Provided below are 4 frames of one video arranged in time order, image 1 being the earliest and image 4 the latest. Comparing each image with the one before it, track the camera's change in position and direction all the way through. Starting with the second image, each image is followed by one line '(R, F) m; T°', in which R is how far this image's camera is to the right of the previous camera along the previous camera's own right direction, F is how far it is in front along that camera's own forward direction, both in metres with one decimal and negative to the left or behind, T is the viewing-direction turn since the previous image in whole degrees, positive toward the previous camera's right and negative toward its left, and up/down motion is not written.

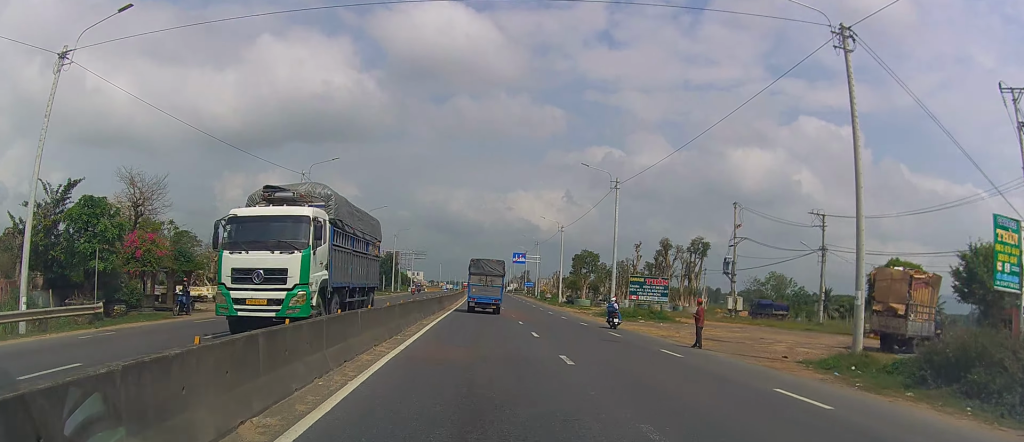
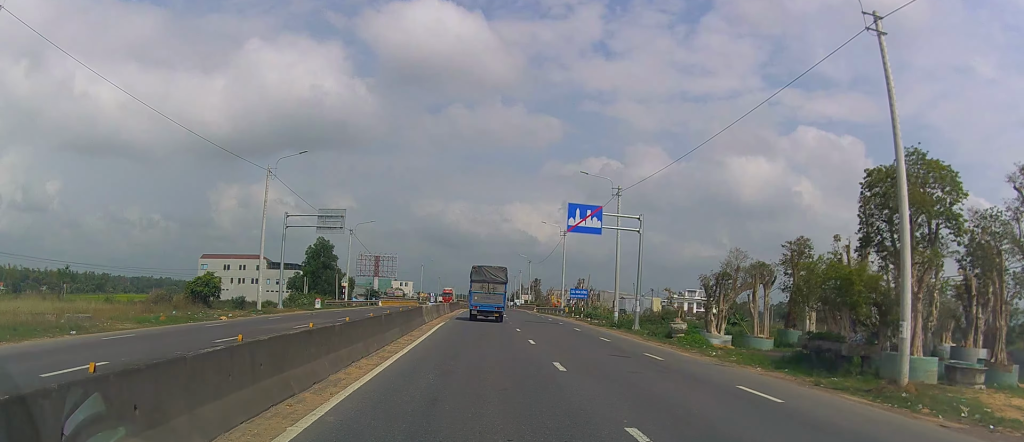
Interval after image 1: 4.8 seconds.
(-0.6, +71.9) m; -2°
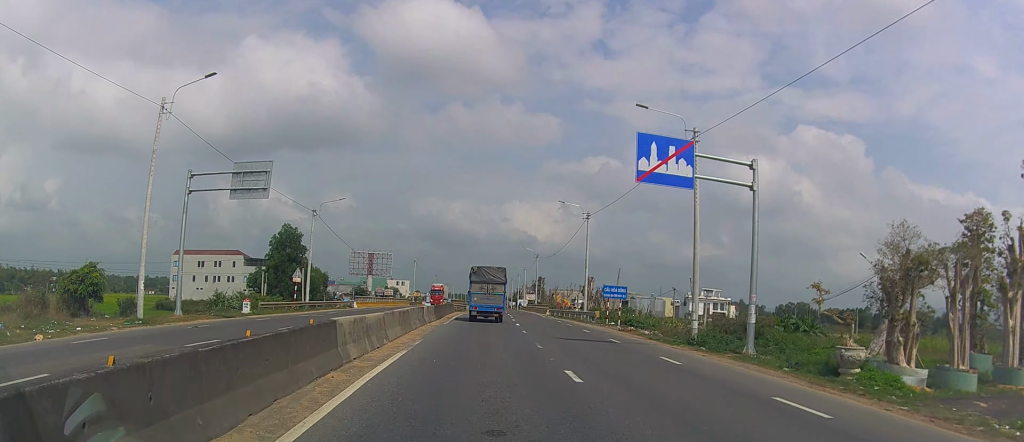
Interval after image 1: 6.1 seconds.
(+0.3, +18.1) m; +2°
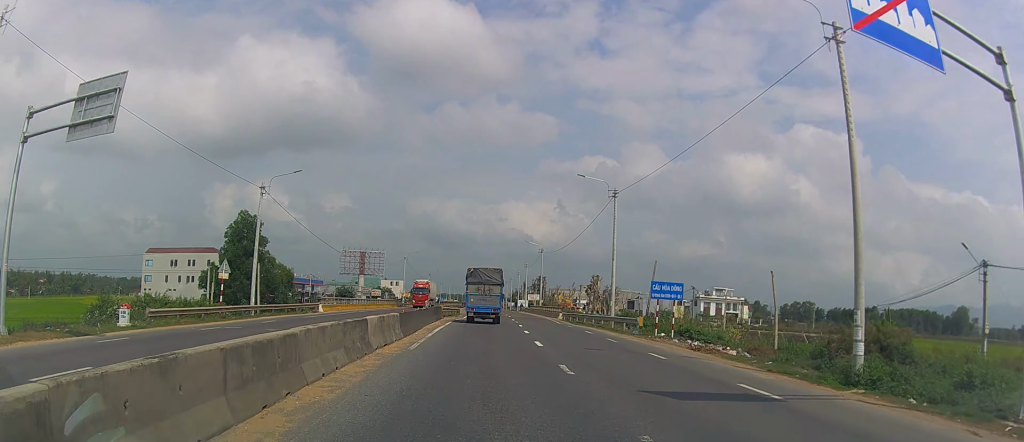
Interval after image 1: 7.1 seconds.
(+0.1, +14.7) m; +1°
